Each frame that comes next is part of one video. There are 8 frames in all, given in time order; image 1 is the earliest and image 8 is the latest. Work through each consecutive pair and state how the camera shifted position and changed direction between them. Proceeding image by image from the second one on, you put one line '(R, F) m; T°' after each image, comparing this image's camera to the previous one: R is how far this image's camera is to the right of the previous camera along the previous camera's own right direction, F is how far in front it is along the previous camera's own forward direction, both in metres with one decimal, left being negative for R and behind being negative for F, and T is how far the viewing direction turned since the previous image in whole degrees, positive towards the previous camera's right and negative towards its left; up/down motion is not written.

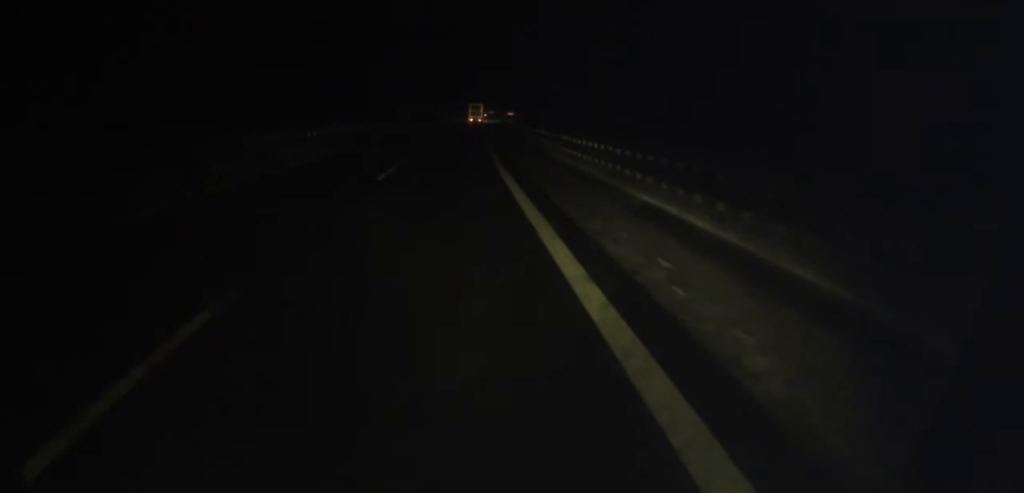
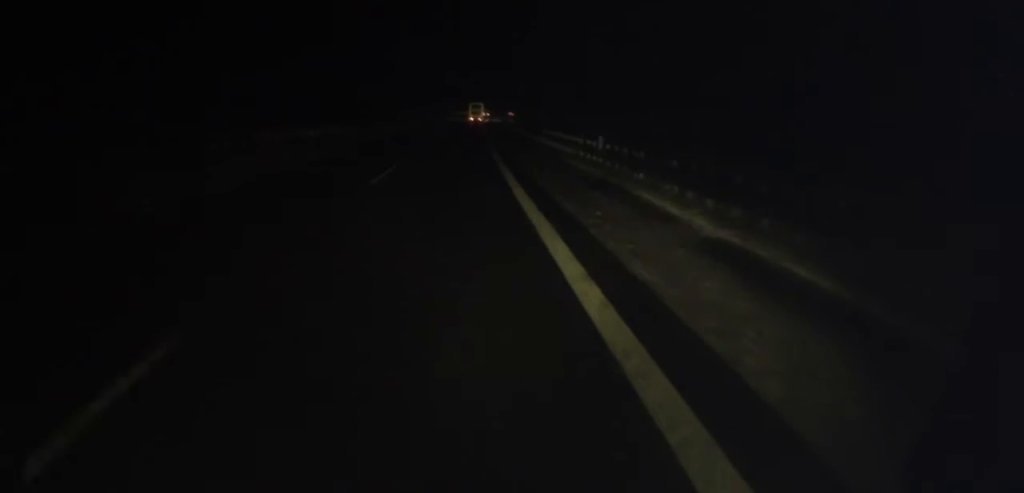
(+0.1, +19.2) m; 0°
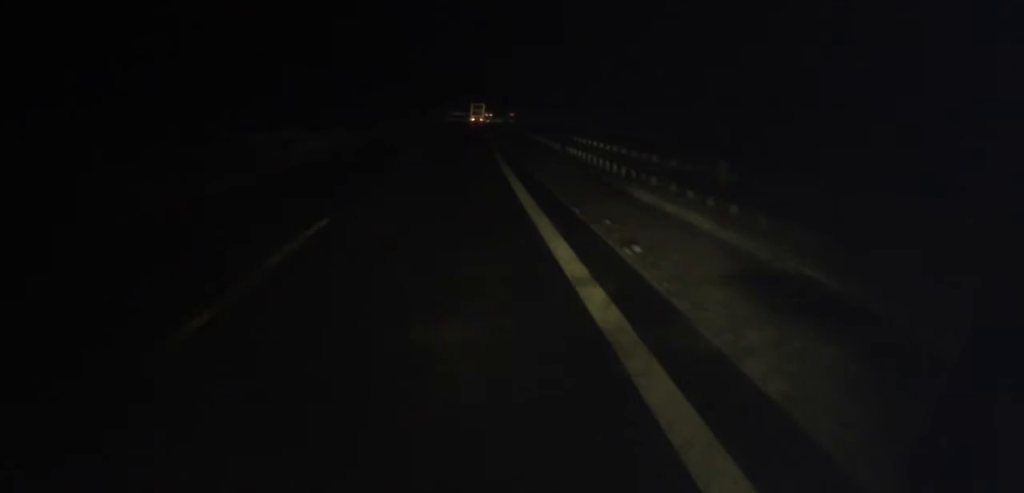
(-0.1, +13.1) m; 0°
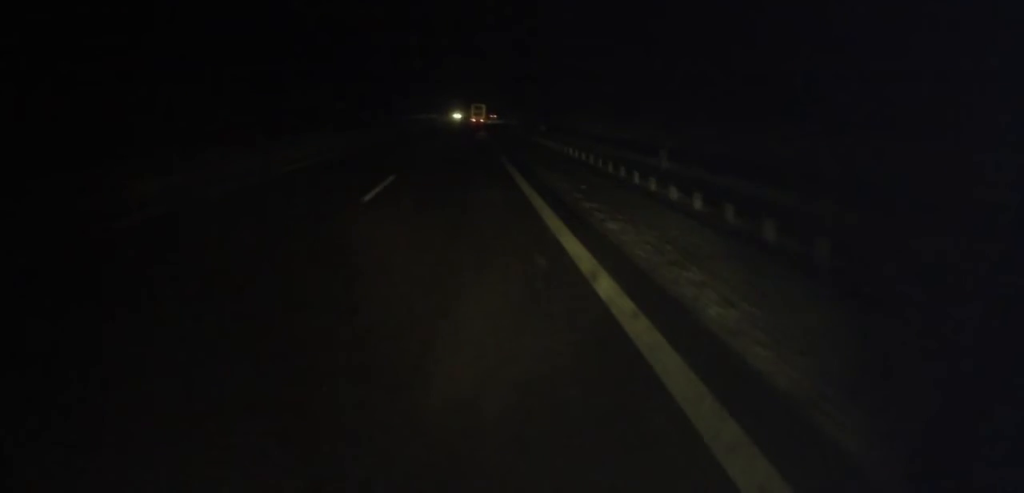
(+0.4, +46.4) m; +1°
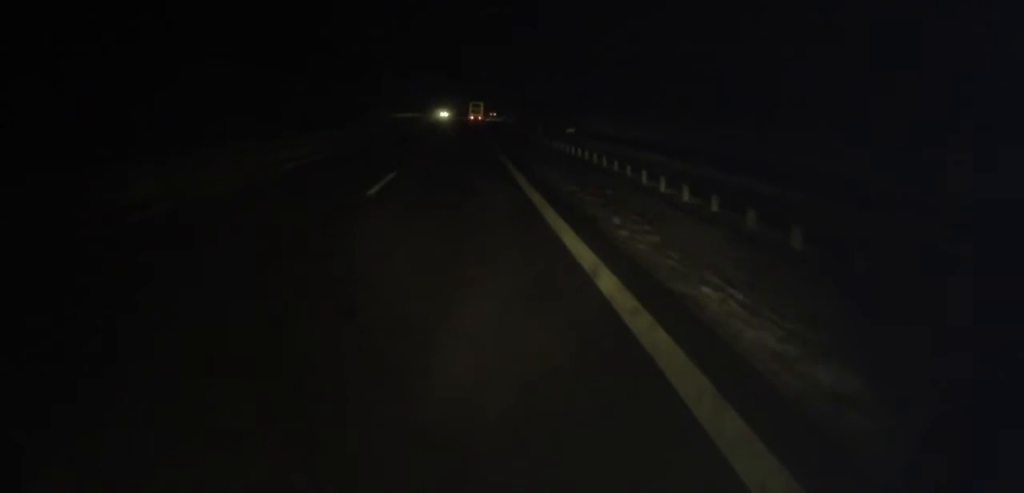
(0.0, +15.6) m; 0°
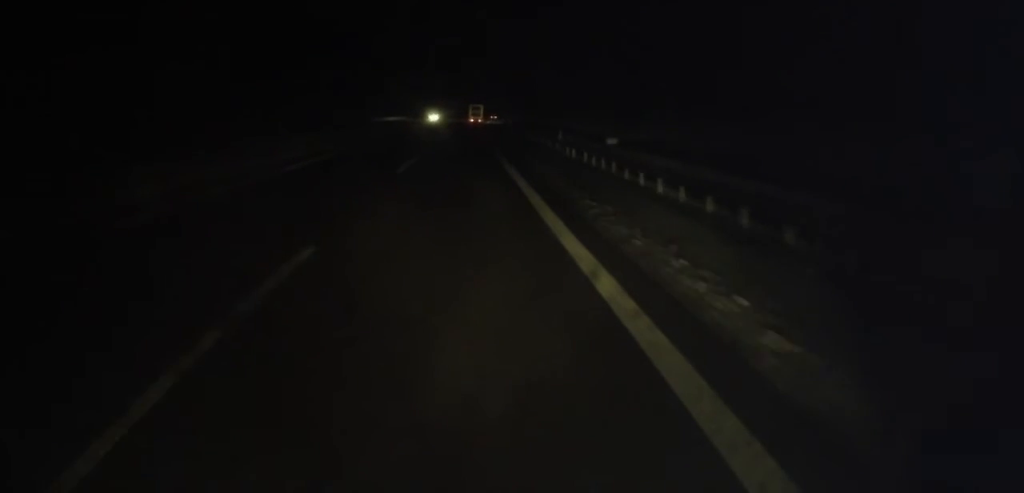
(0.0, +9.9) m; 0°
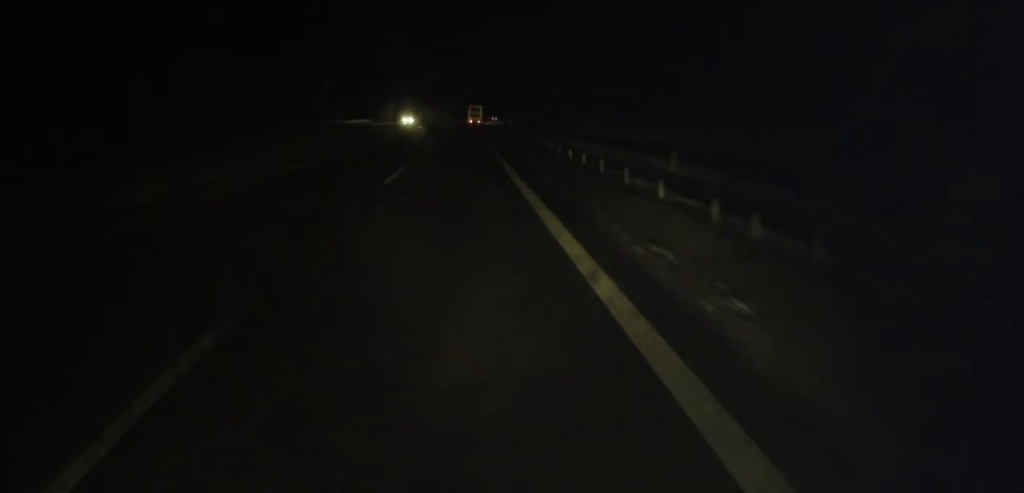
(+0.1, +17.7) m; 0°
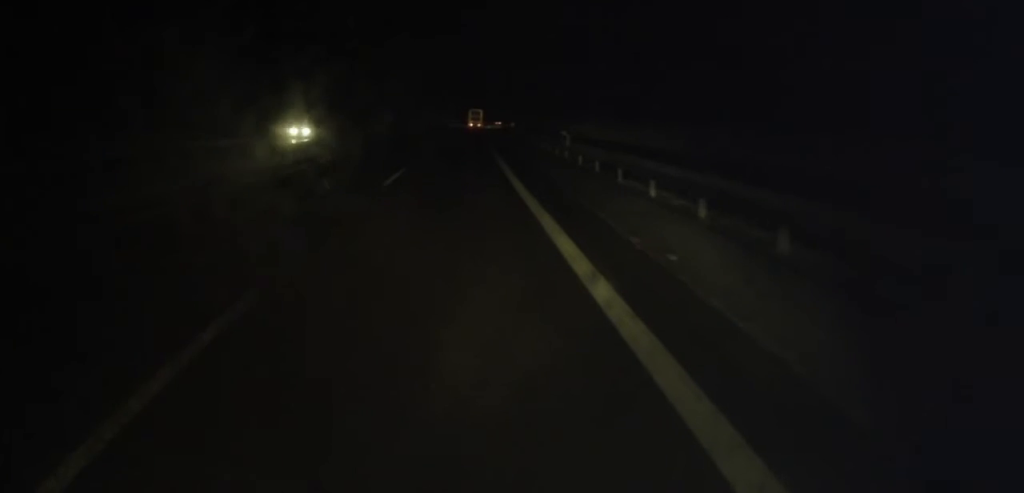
(-0.1, +31.5) m; 0°
